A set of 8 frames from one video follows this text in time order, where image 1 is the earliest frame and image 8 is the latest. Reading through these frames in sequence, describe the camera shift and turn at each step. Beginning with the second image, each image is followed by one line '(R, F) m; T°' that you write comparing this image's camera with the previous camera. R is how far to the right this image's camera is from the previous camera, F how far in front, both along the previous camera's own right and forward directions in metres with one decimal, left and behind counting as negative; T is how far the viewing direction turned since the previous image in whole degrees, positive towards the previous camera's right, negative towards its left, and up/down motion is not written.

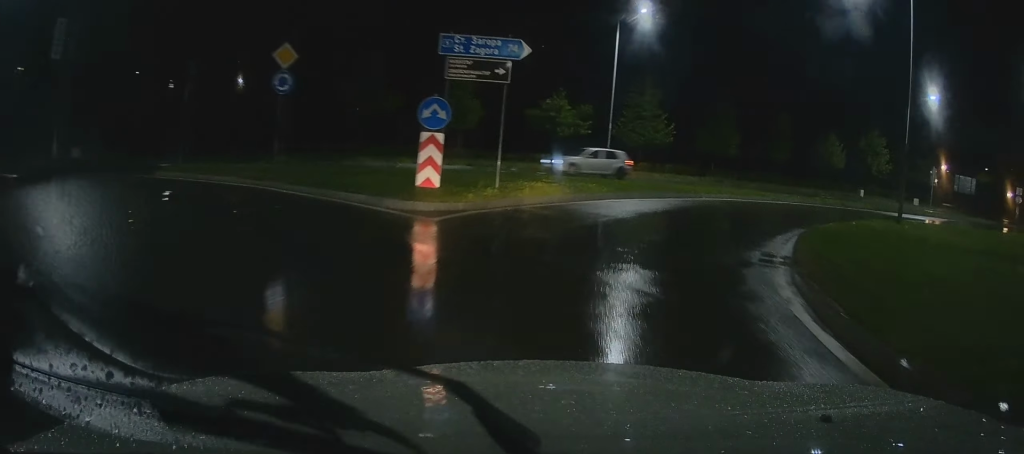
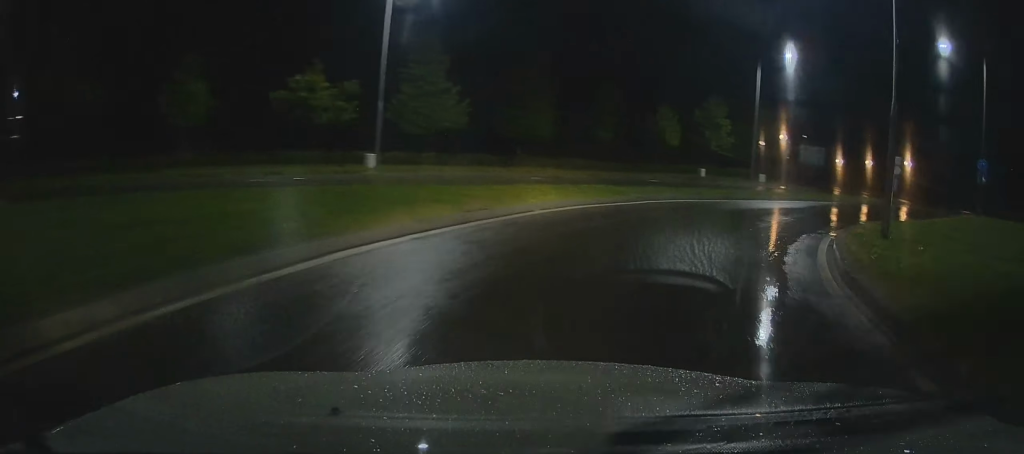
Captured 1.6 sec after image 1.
(+1.6, +9.8) m; +22°
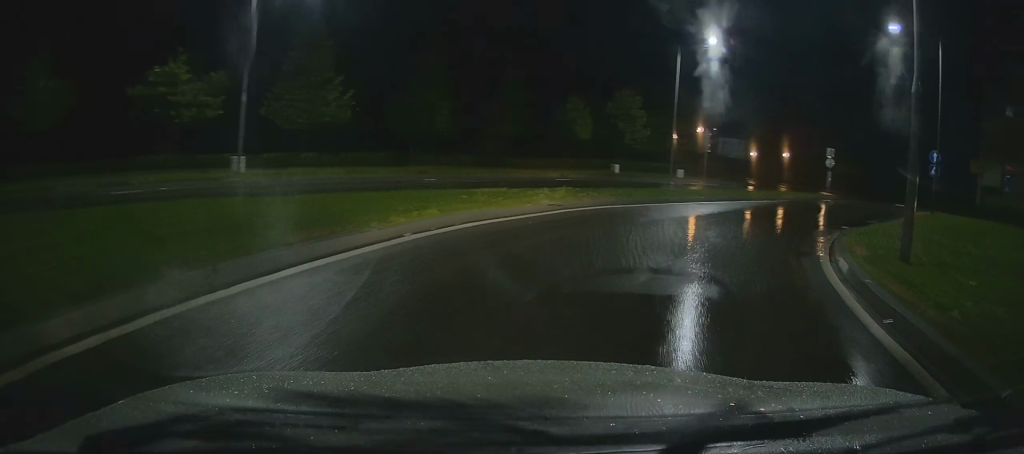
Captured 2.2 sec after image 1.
(+0.4, +4.1) m; +9°
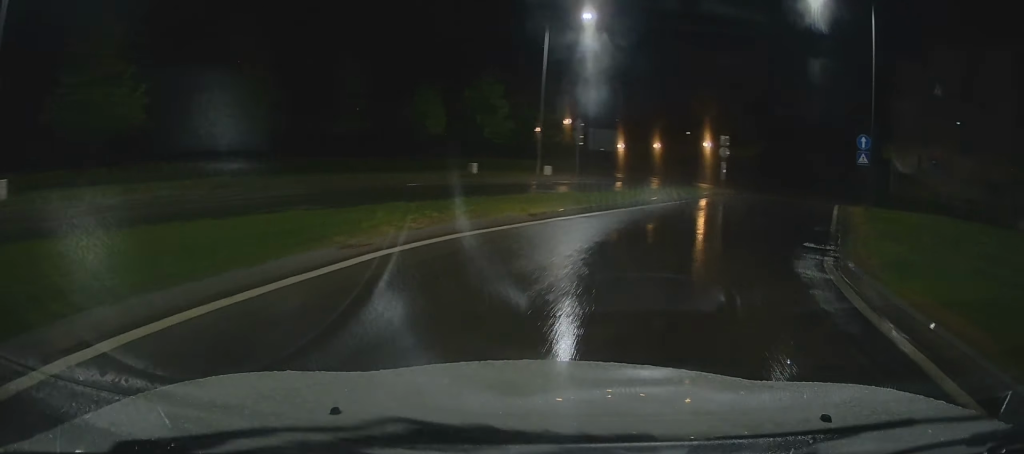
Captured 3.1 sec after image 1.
(+0.4, +6.2) m; +12°
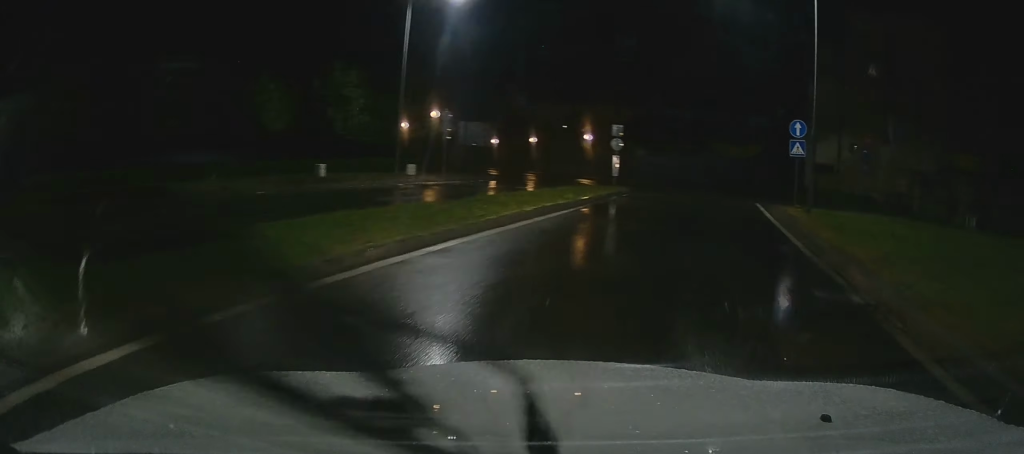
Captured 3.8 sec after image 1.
(+0.6, +5.7) m; +9°
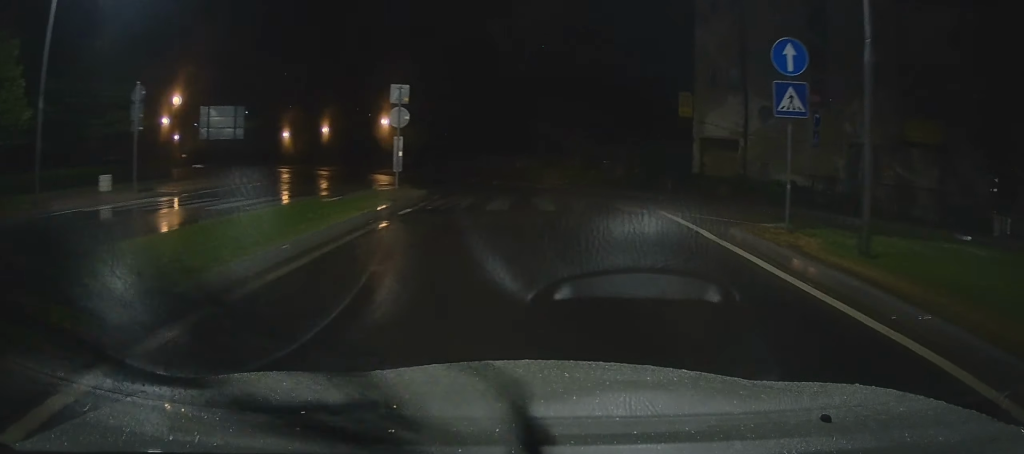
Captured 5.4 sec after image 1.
(+1.7, +13.6) m; +10°
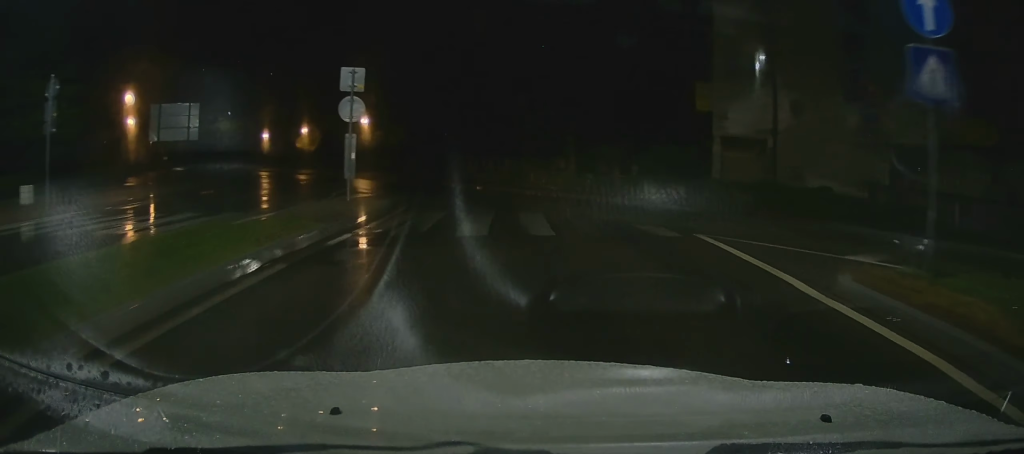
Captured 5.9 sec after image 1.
(+0.2, +4.3) m; +1°
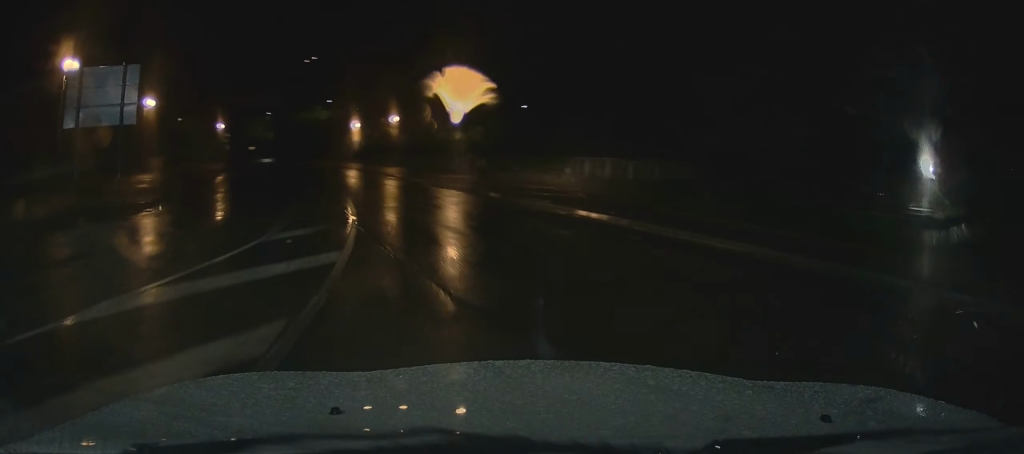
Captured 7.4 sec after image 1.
(-1.0, +14.4) m; -12°
